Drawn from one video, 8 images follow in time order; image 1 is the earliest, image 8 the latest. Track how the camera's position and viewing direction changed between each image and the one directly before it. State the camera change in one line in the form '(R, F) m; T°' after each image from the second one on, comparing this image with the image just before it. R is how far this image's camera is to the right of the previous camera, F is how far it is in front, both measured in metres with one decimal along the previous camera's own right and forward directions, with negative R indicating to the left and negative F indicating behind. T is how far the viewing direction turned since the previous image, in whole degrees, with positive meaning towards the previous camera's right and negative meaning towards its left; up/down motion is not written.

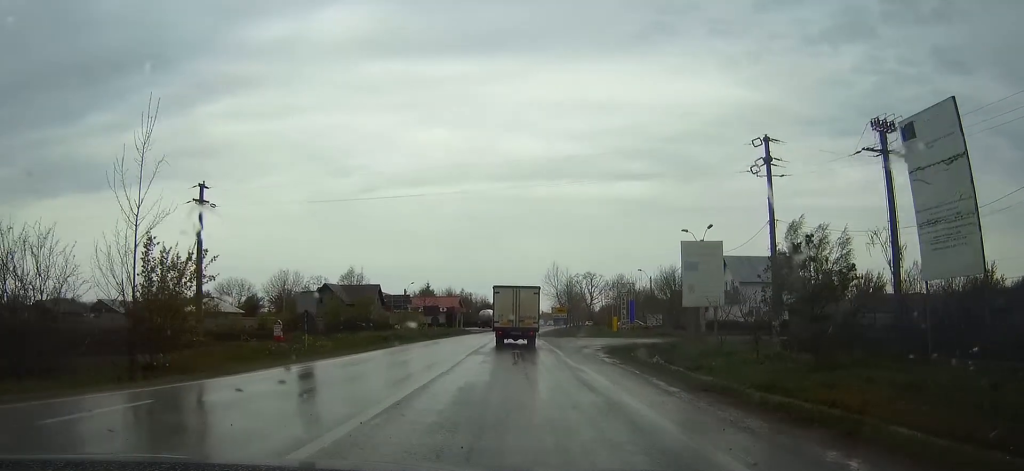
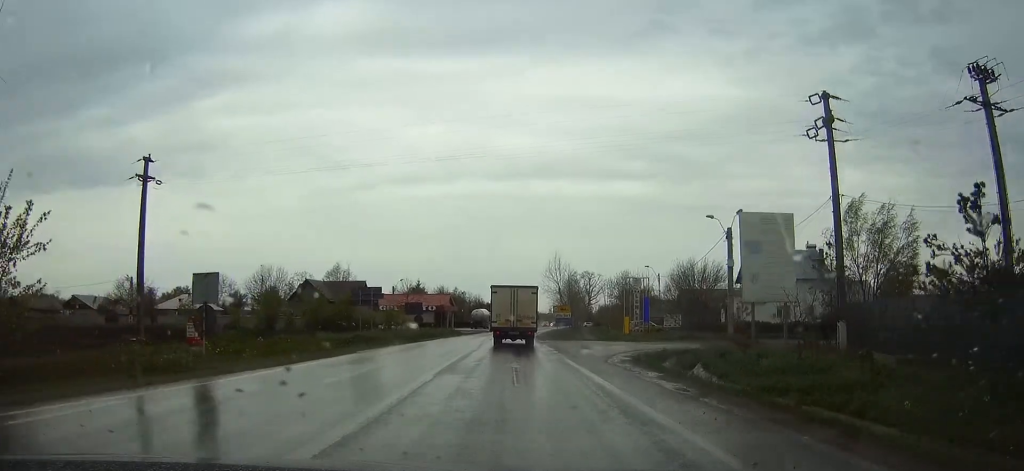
(0.0, +9.1) m; 0°
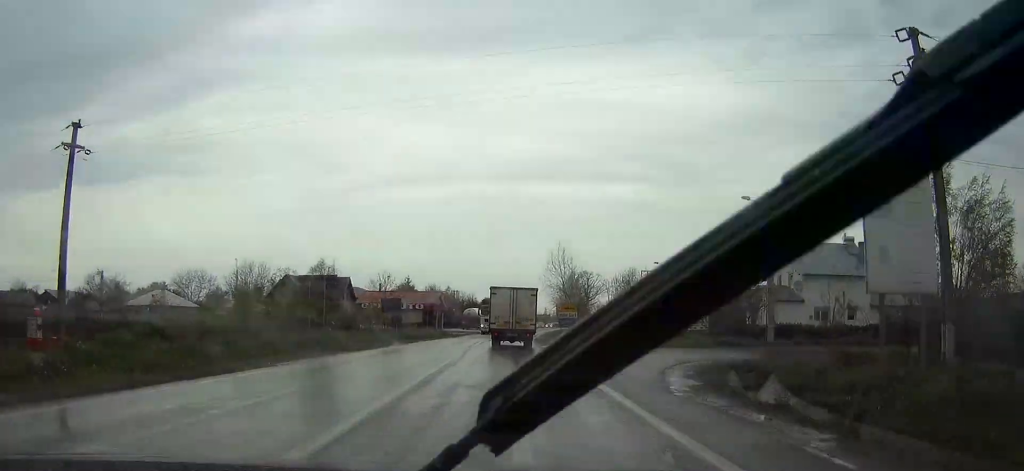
(0.0, +9.2) m; +1°
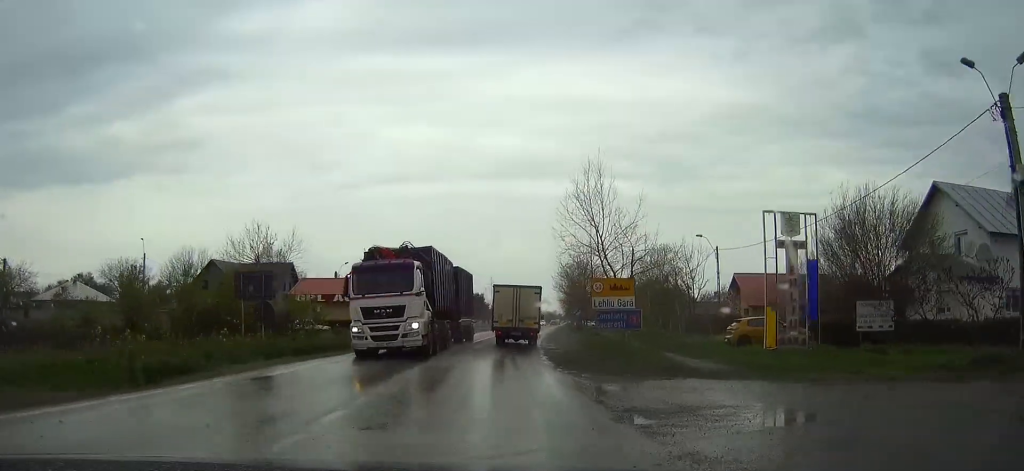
(+0.3, +25.8) m; +1°
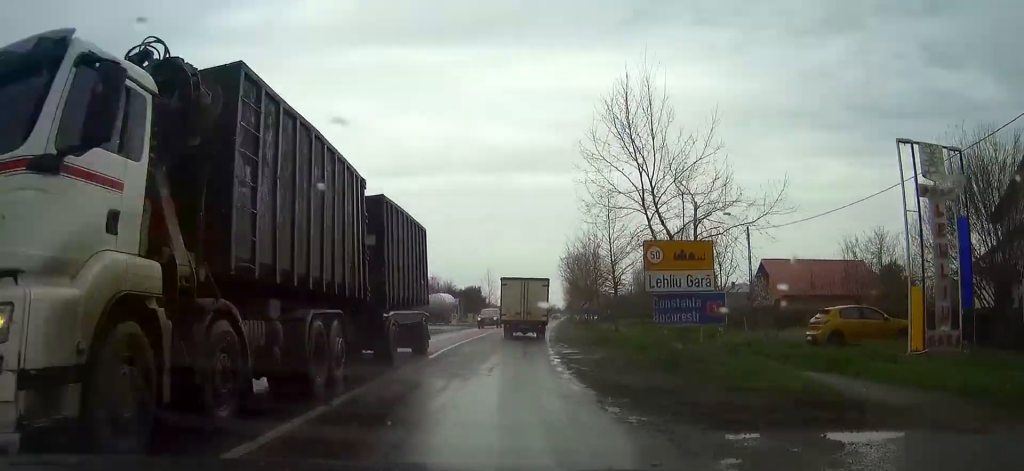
(-0.1, +9.4) m; 0°
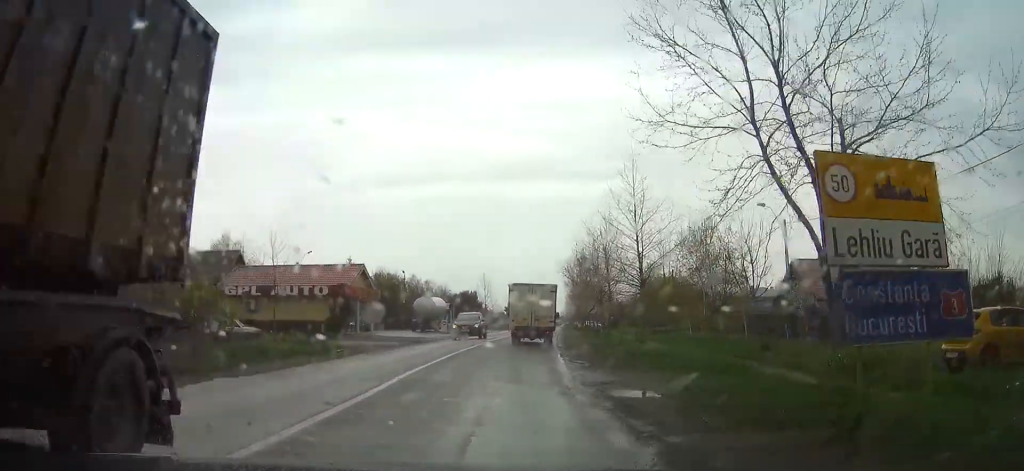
(+0.2, +8.4) m; +1°
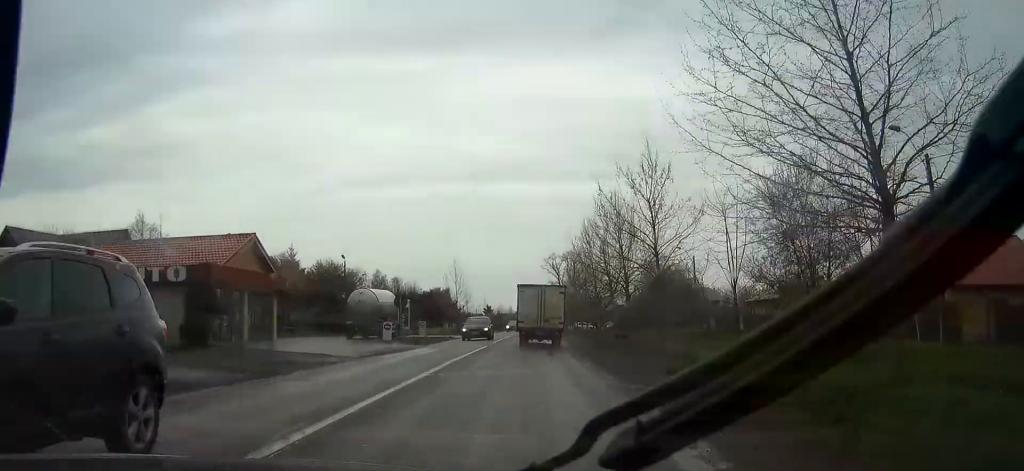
(+0.2, +20.8) m; +2°
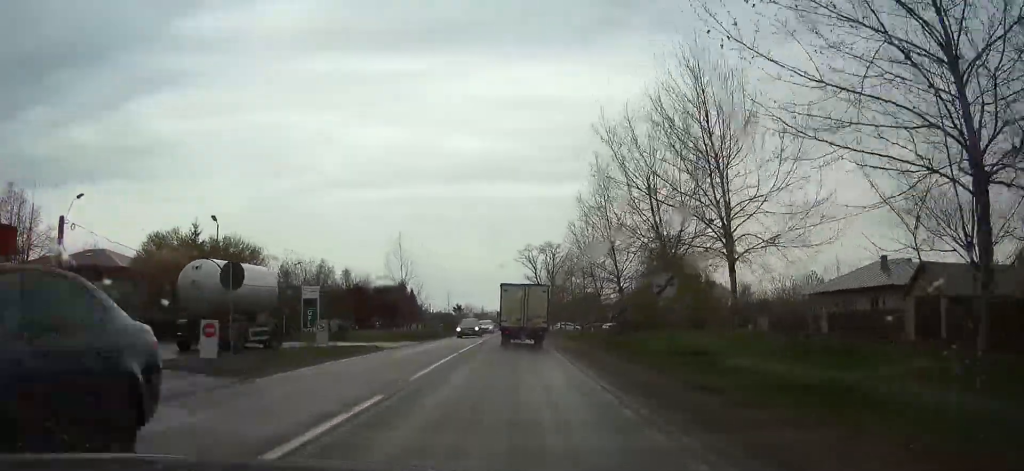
(+0.5, +21.7) m; +2°
